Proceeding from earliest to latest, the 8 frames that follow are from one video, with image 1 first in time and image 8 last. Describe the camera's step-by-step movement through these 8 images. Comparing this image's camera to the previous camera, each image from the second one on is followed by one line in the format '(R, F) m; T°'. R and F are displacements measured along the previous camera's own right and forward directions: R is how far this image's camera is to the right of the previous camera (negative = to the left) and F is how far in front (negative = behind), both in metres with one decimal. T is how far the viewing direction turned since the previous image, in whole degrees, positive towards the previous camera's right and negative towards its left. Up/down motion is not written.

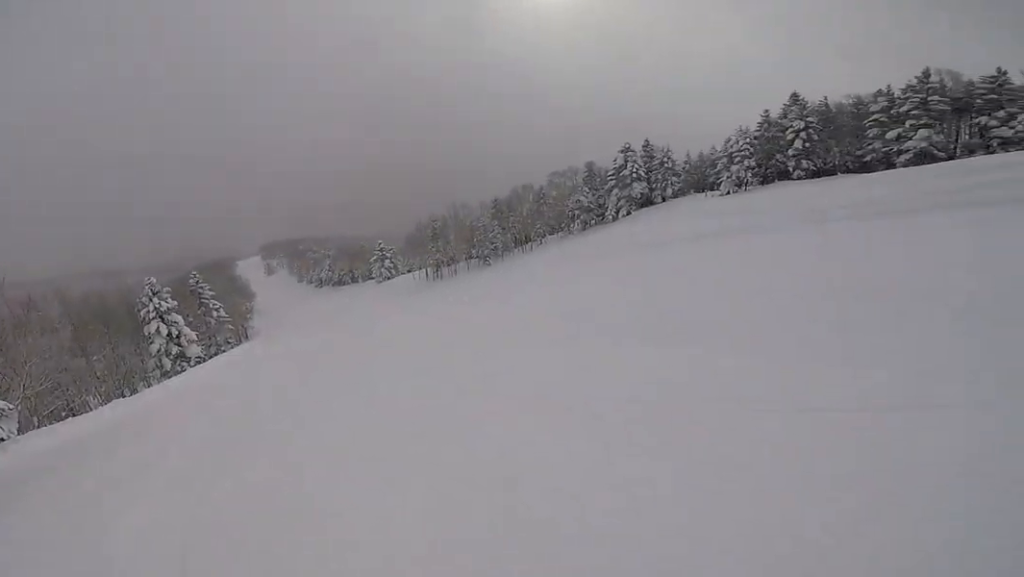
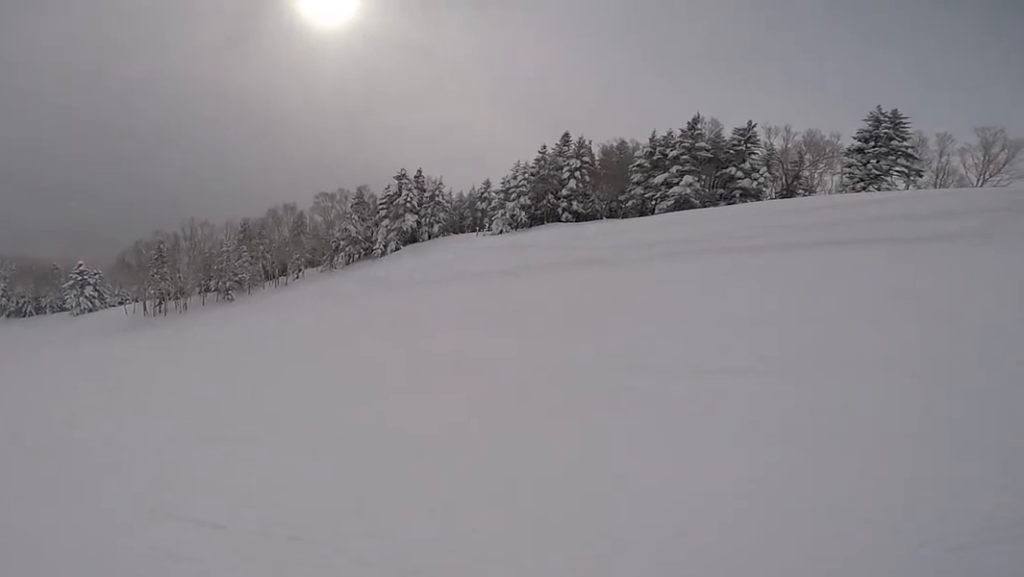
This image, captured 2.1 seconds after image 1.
(+3.9, +12.4) m; +20°
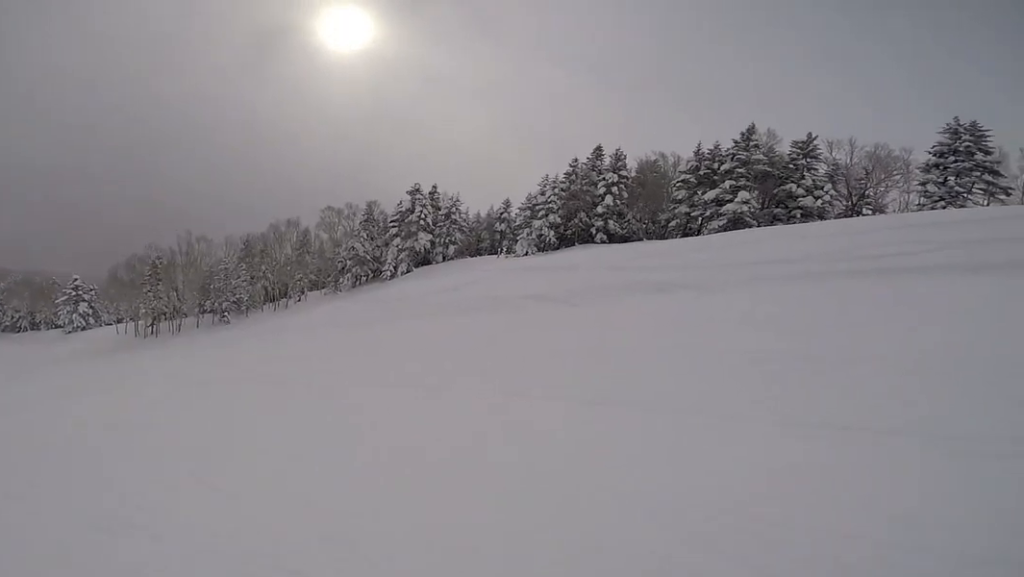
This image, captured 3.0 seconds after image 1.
(-0.3, +5.2) m; -19°
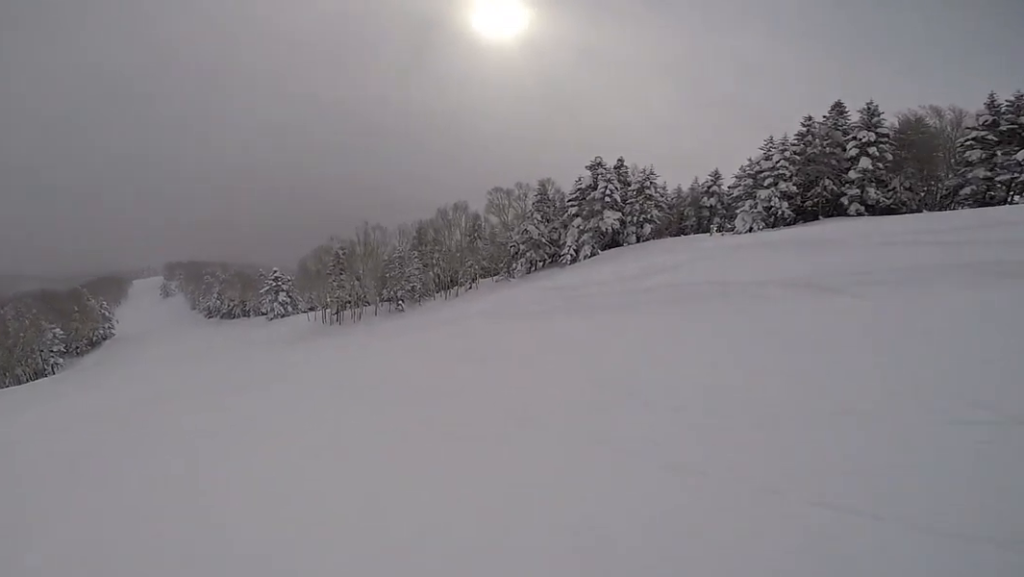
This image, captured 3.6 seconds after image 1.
(-0.9, +3.7) m; -18°
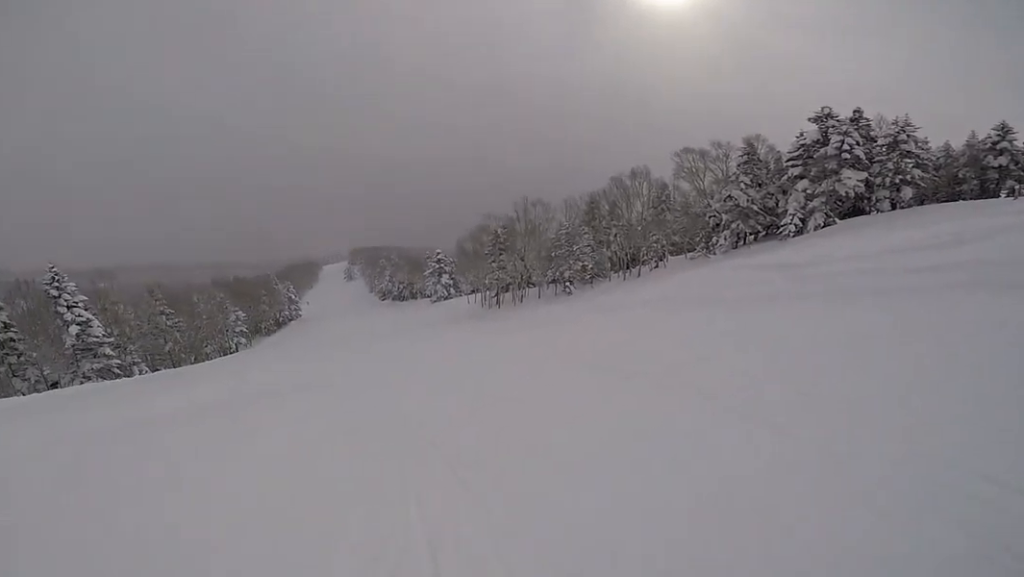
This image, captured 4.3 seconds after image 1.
(-0.4, +4.6) m; -14°
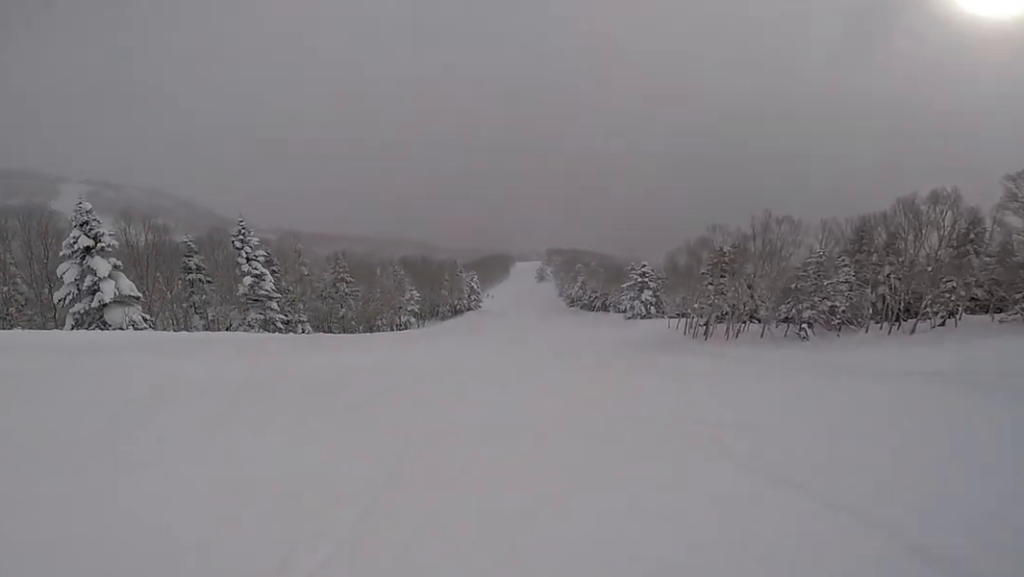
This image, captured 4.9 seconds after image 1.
(-0.4, +3.8) m; -10°
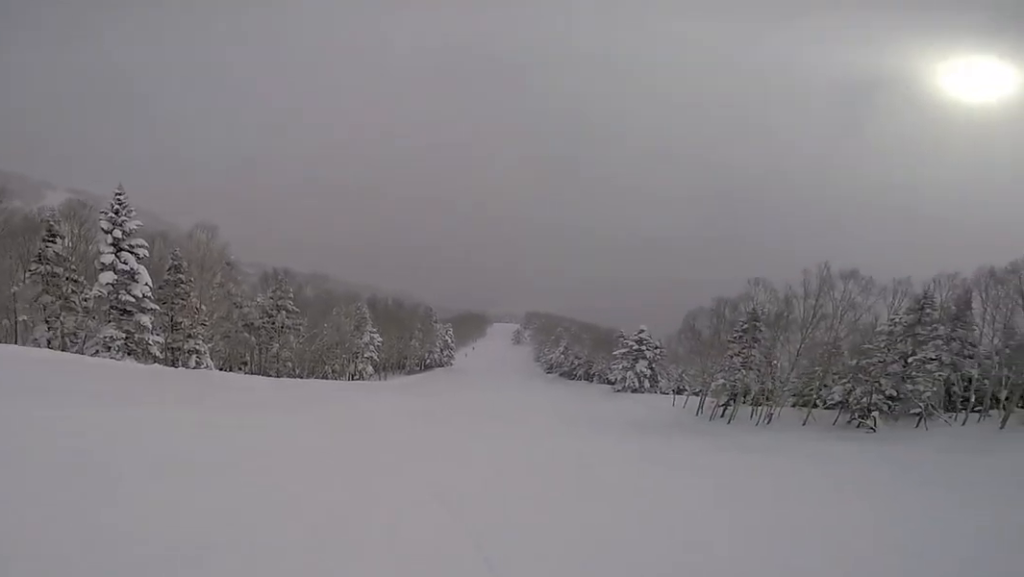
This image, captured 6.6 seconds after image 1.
(-2.0, +11.6) m; +1°
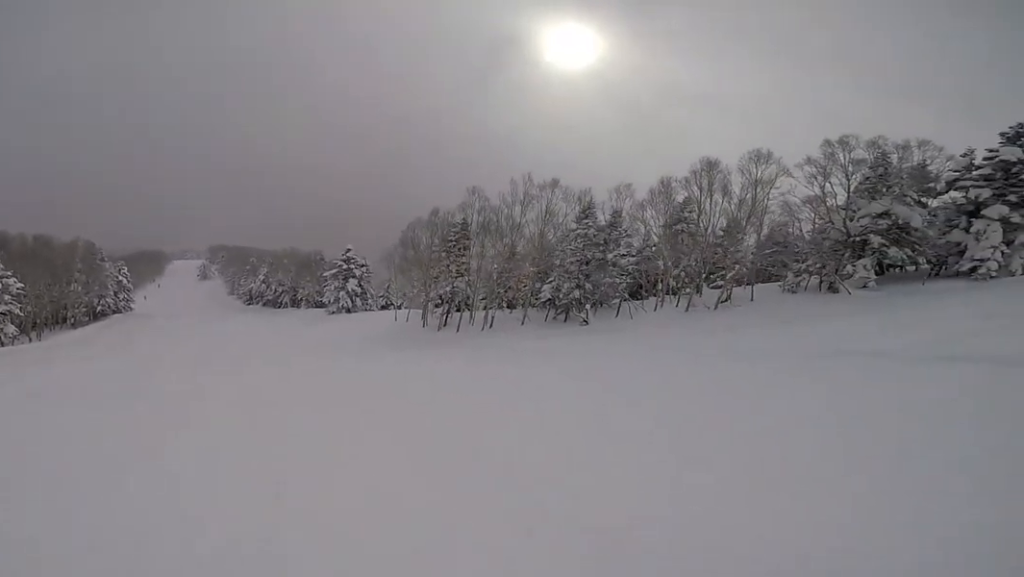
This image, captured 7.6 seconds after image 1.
(+1.4, +7.2) m; +24°
